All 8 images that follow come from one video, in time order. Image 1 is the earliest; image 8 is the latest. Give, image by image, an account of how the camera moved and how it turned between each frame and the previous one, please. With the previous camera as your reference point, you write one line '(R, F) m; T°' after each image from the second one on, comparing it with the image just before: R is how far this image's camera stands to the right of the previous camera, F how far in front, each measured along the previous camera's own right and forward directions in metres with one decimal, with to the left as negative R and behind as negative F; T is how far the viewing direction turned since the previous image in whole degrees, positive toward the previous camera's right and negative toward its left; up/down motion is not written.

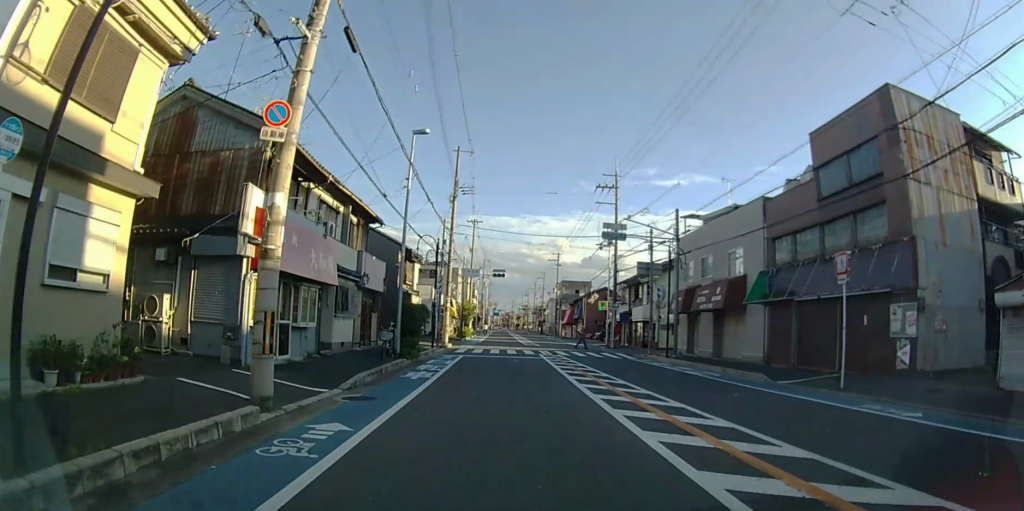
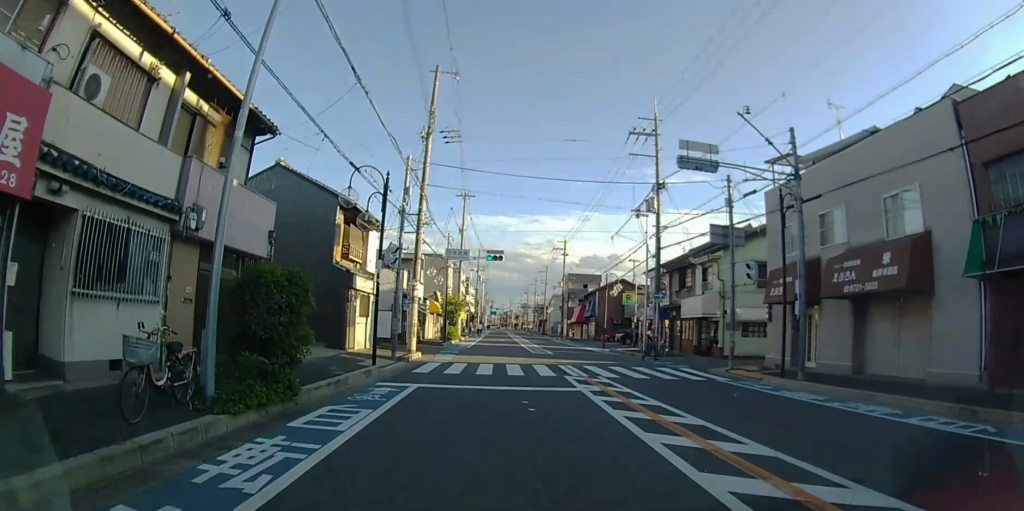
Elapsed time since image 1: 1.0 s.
(+0.1, +10.5) m; 0°
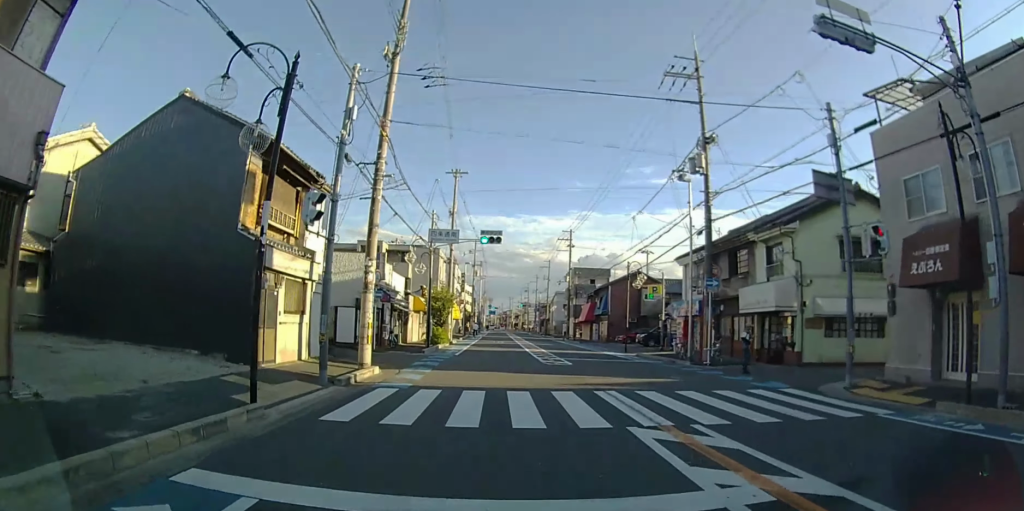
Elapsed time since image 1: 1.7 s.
(0.0, +7.4) m; 0°
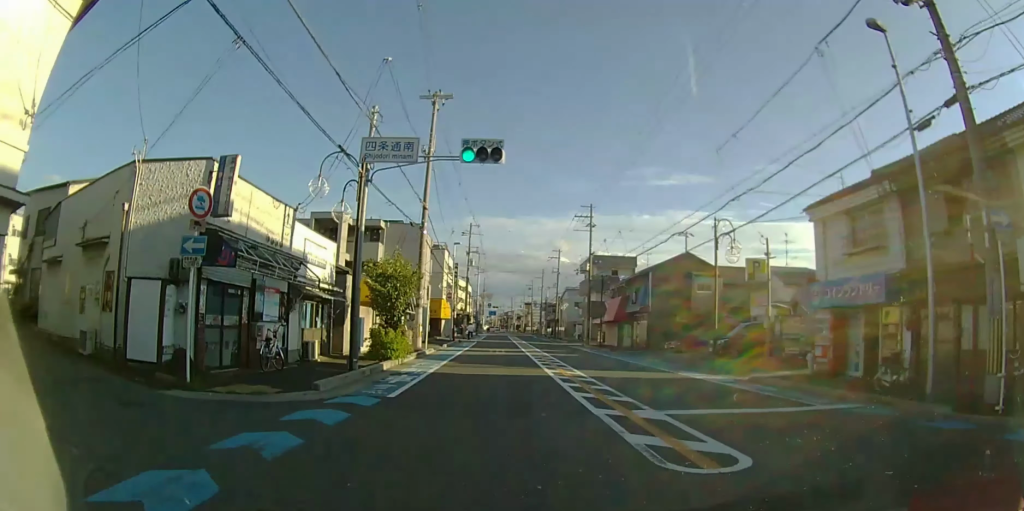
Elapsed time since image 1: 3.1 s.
(-0.1, +14.4) m; 0°
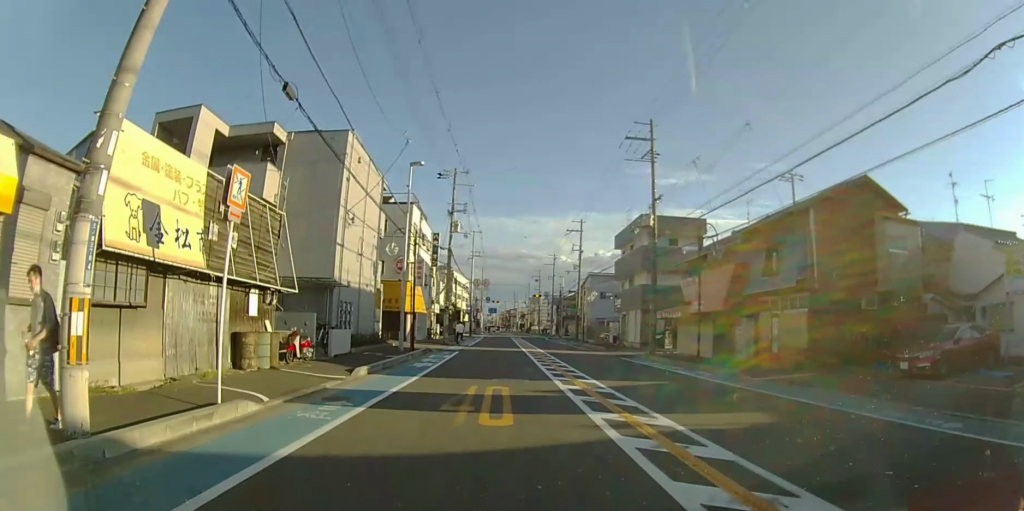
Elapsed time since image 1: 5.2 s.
(-0.3, +21.3) m; -2°
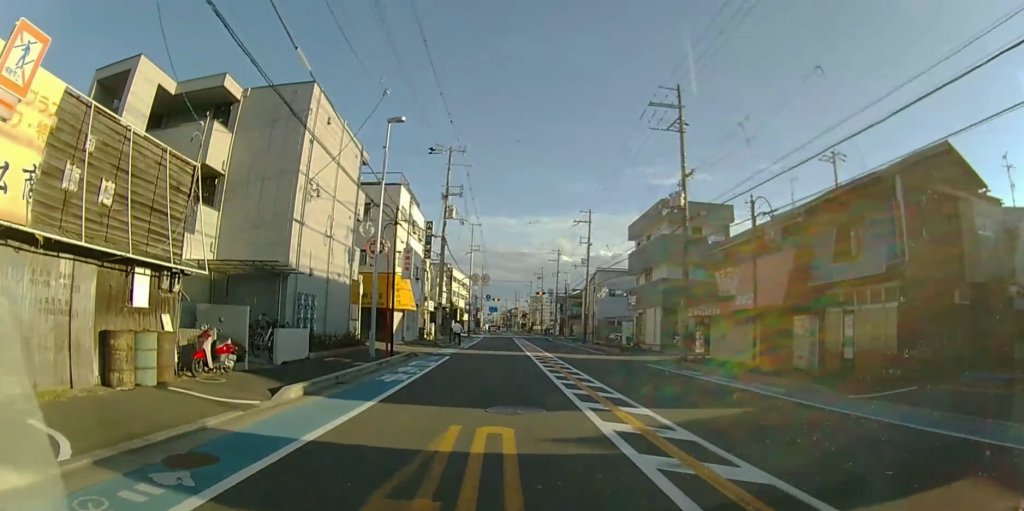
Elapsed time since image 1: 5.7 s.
(0.0, +4.9) m; 0°
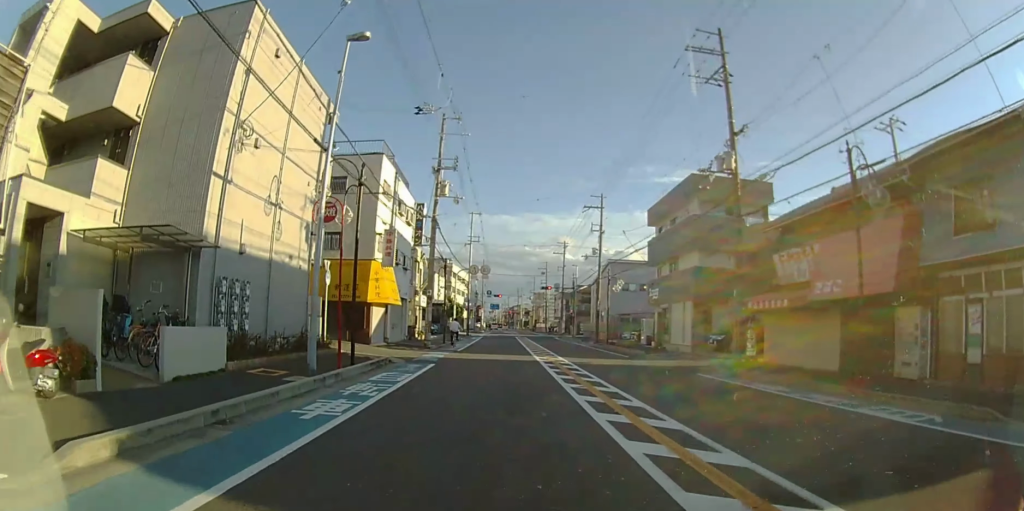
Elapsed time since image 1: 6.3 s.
(0.0, +5.8) m; 0°
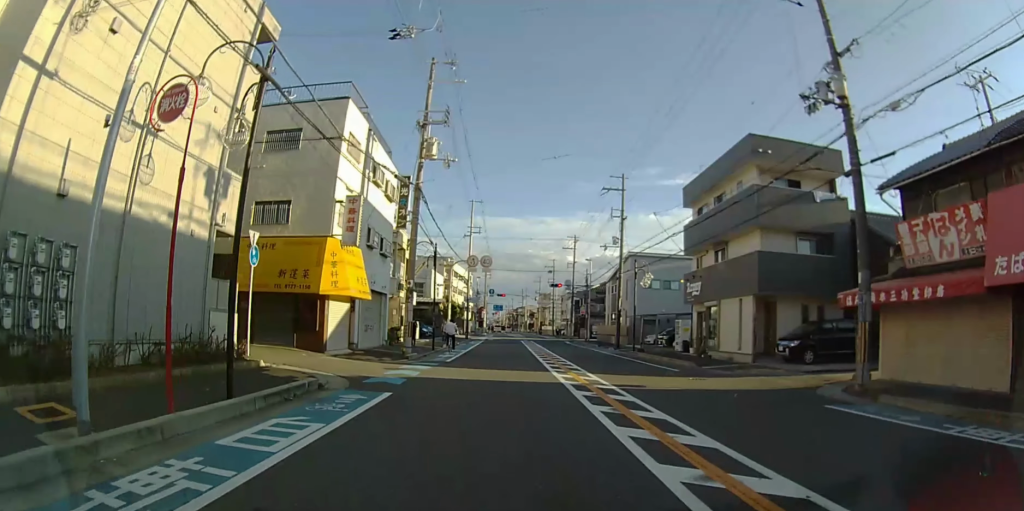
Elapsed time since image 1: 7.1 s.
(-0.1, +7.0) m; +1°
